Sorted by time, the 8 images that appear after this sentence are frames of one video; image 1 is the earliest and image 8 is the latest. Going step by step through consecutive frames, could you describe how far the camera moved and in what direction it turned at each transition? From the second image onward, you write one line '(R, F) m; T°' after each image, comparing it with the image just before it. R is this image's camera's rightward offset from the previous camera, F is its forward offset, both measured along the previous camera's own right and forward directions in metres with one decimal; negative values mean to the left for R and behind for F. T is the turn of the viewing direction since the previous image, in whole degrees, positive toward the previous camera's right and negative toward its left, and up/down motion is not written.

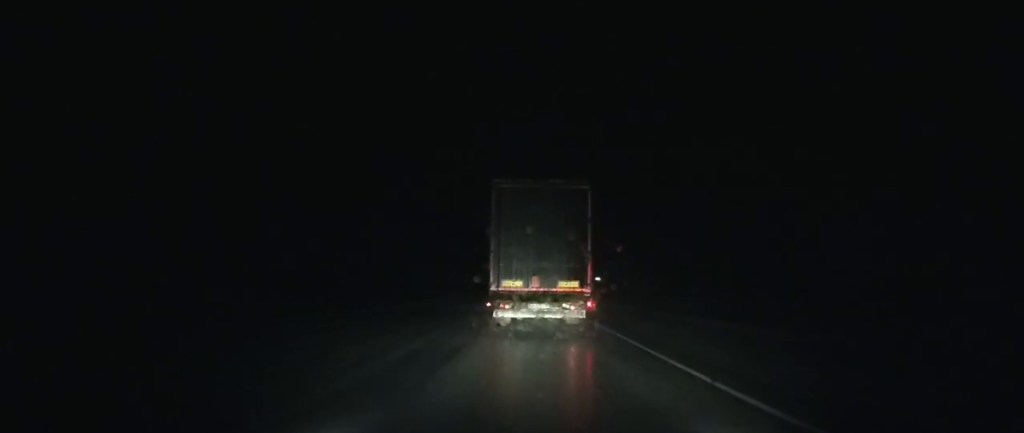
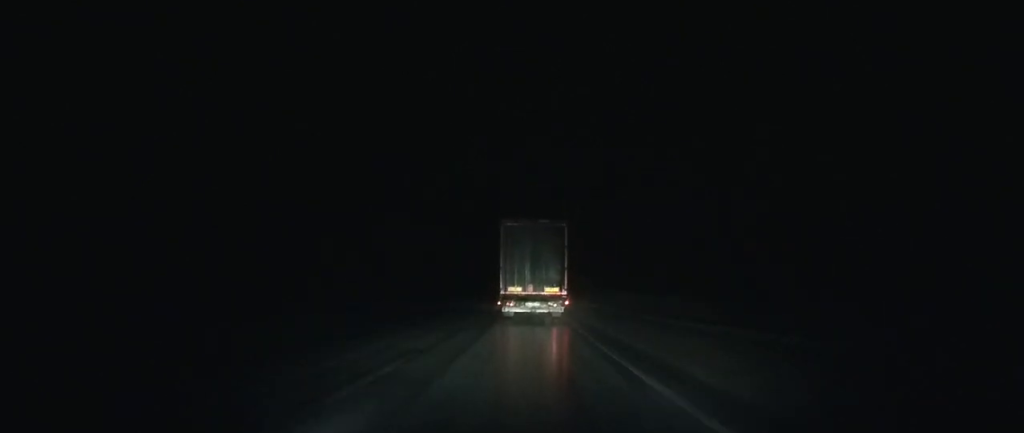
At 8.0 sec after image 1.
(+0.6, +143.4) m; 0°
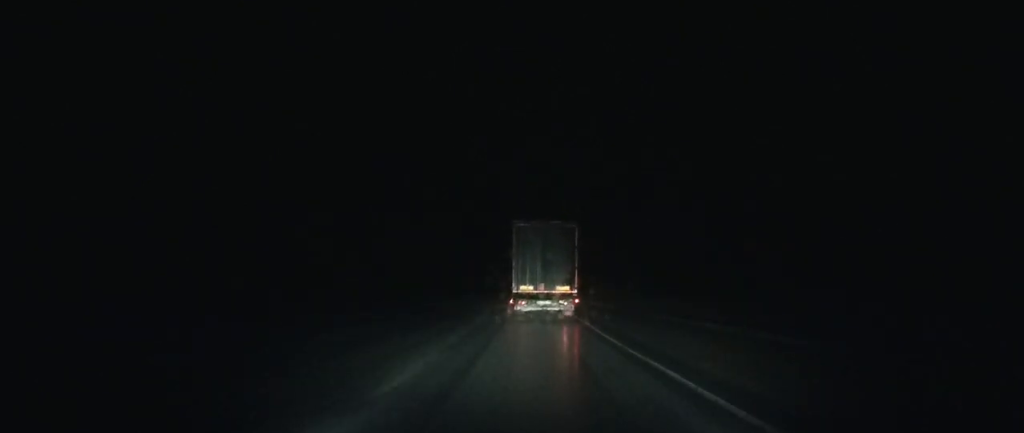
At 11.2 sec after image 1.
(-0.1, +56.7) m; 0°
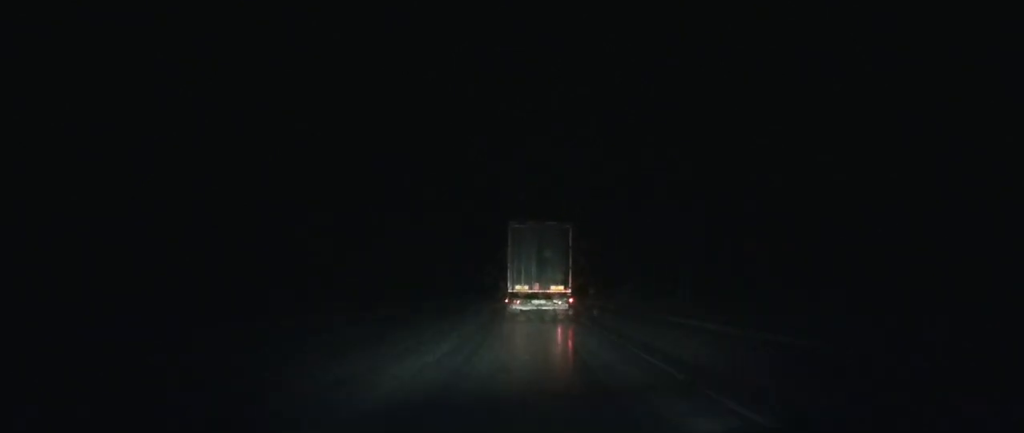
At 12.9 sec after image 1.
(0.0, +31.3) m; 0°
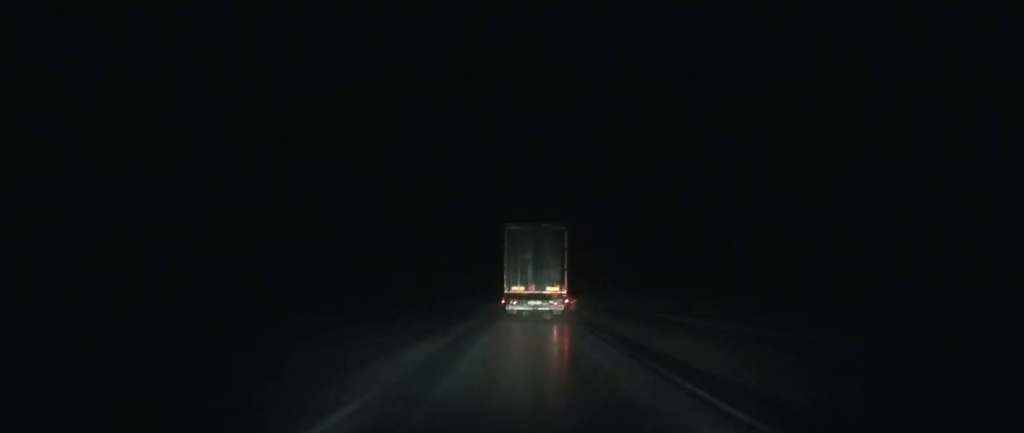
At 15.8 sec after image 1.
(+0.2, +55.7) m; 0°
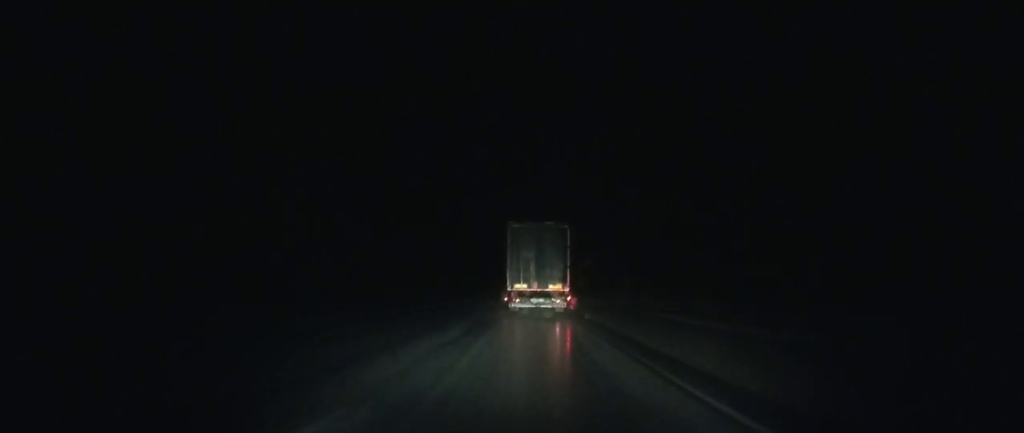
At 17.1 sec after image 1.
(+0.1, +25.1) m; 0°
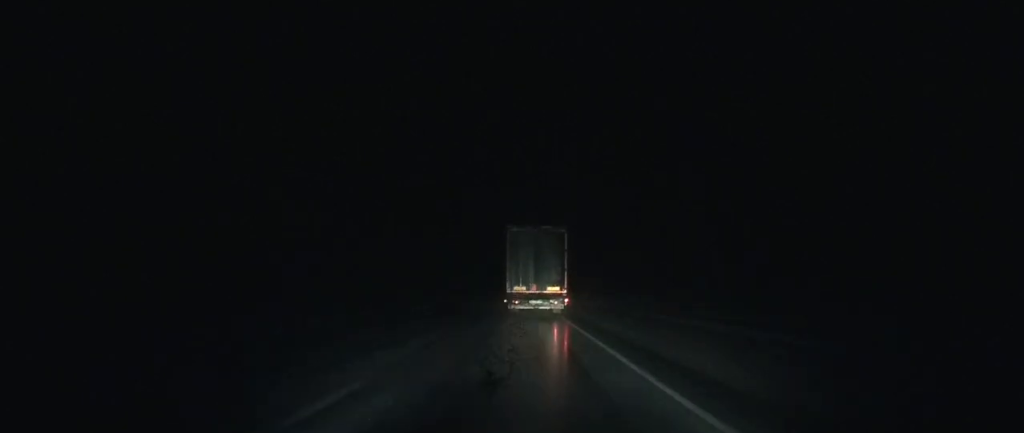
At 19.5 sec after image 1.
(-0.2, +46.0) m; 0°
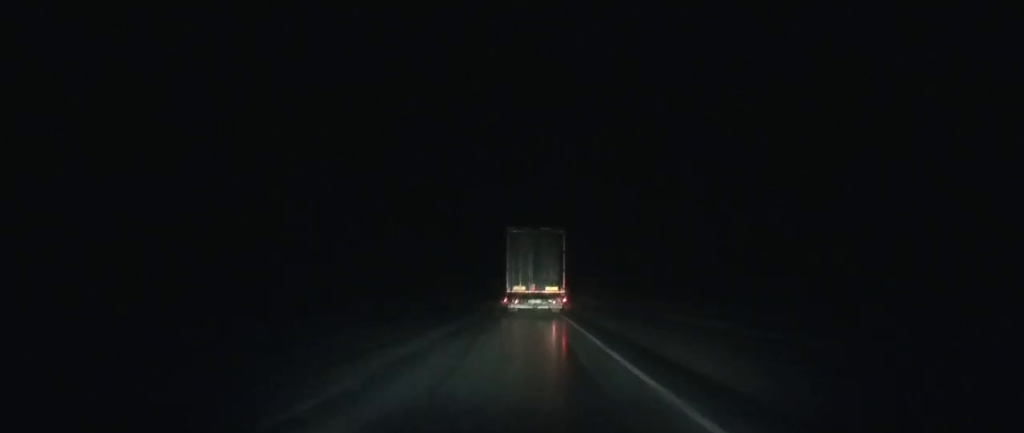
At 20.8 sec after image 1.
(-0.1, +24.8) m; 0°
